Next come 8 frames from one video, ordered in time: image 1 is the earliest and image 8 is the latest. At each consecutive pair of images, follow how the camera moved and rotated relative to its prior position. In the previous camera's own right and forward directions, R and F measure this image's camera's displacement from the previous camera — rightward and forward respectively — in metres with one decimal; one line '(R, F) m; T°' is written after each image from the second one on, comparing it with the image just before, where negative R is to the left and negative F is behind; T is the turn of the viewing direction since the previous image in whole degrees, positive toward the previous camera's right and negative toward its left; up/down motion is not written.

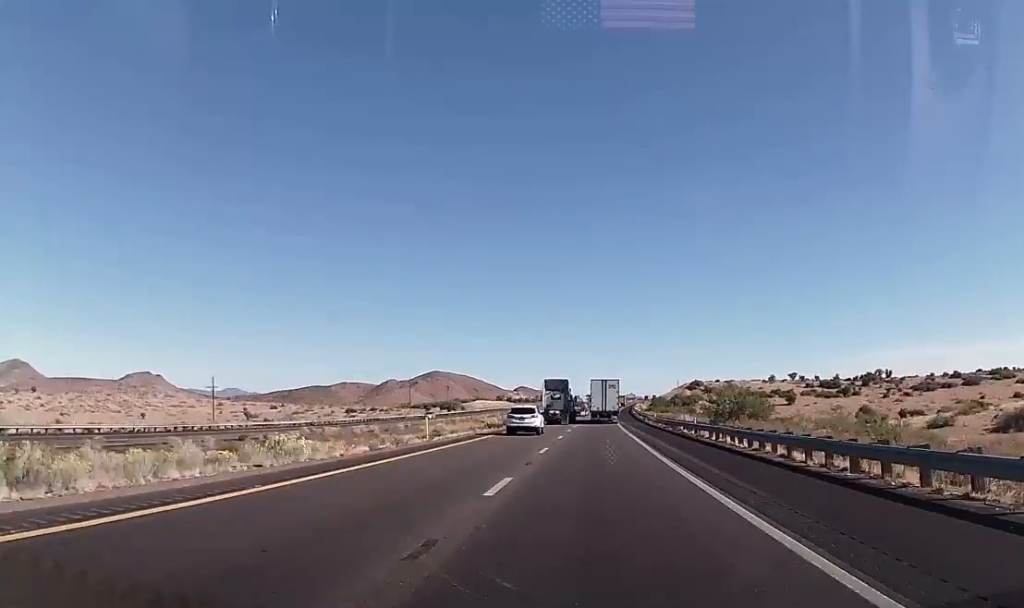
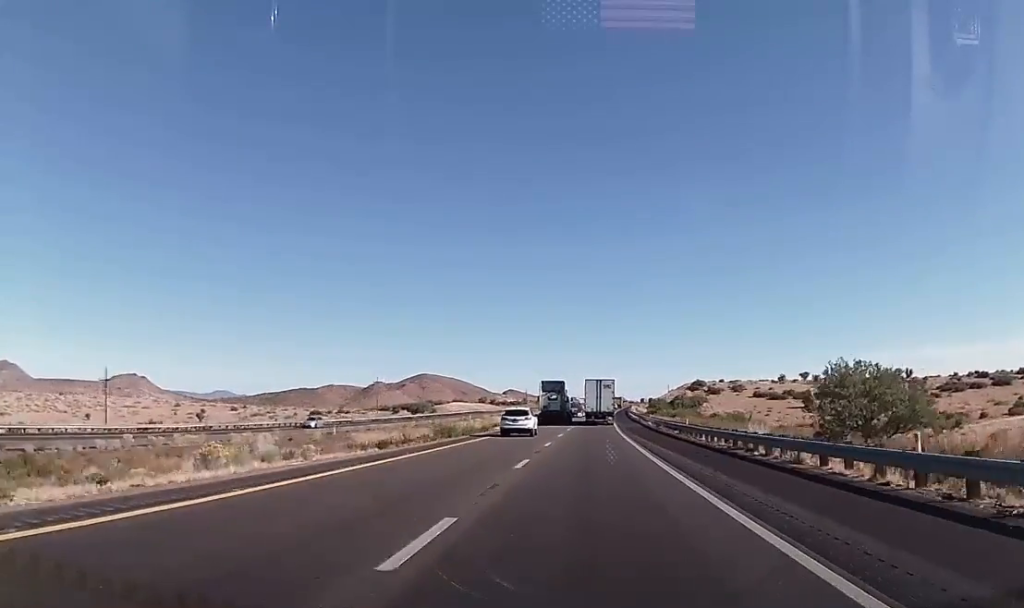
(+0.2, +30.7) m; 0°
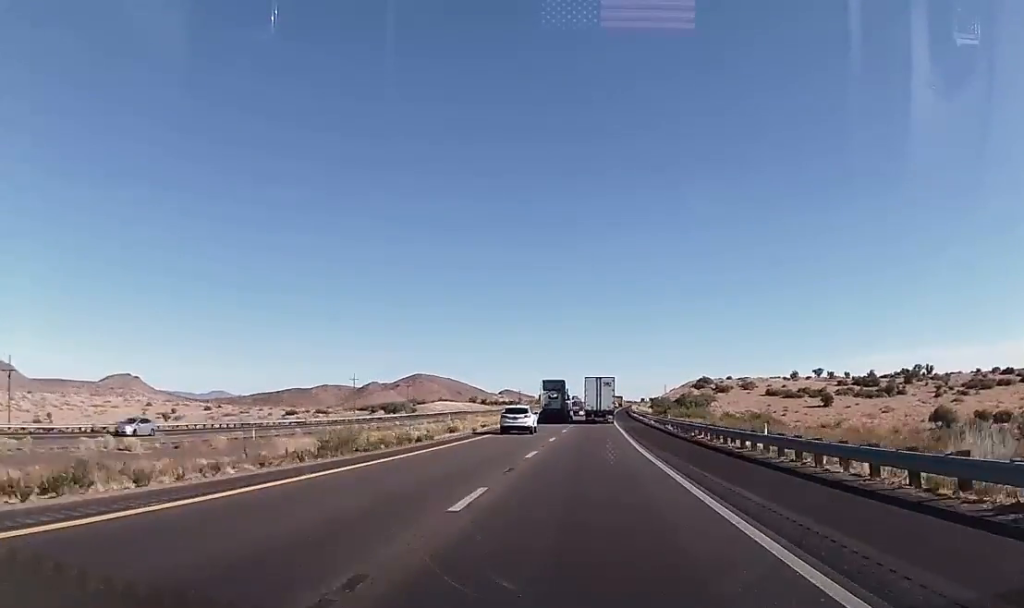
(-0.4, +20.9) m; 0°
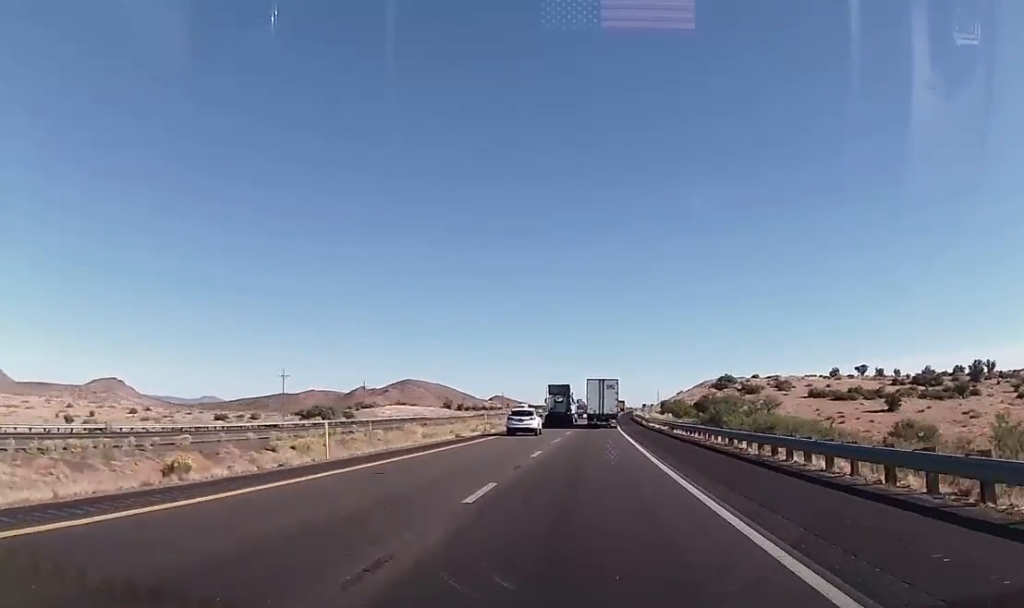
(+1.0, +48.5) m; +2°
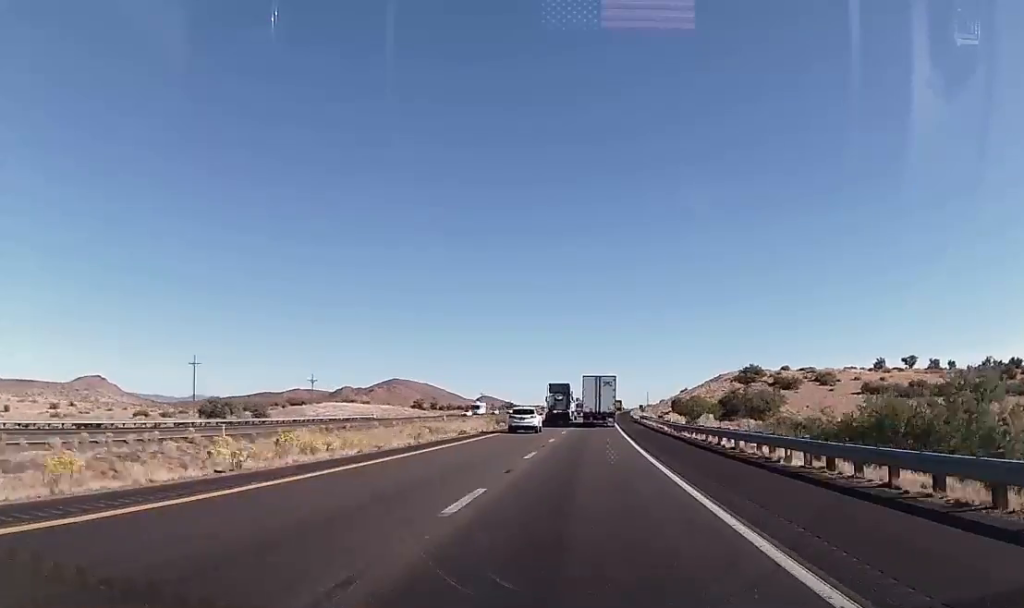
(+0.4, +38.6) m; +1°
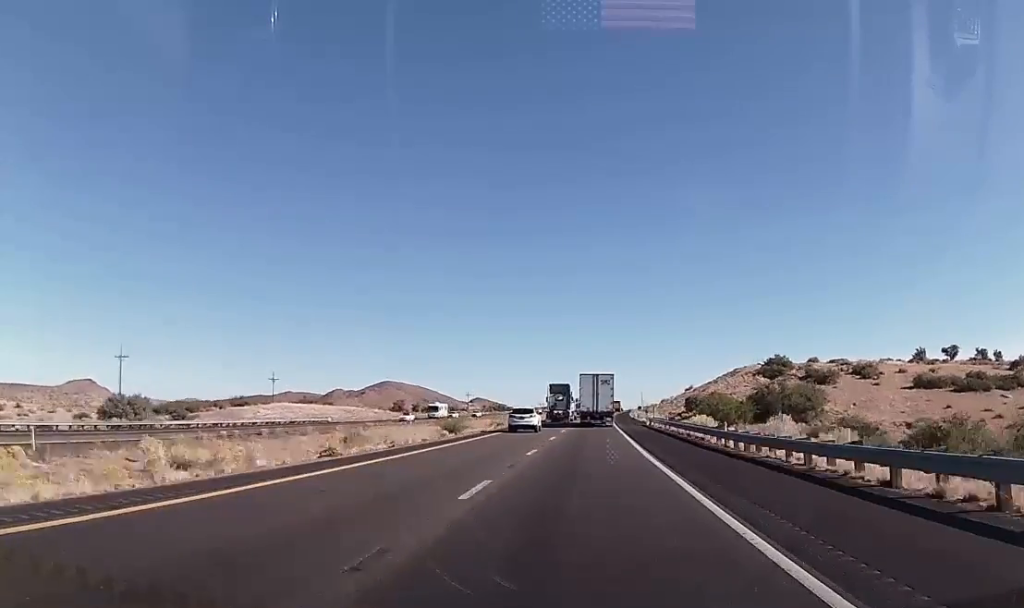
(+0.1, +23.2) m; 0°
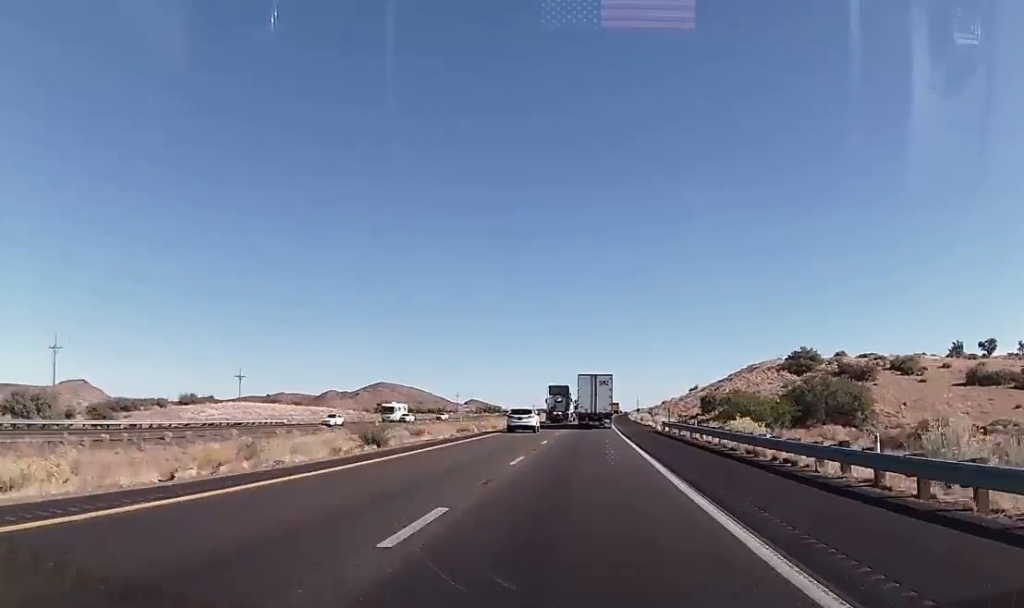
(0.0, +16.7) m; 0°
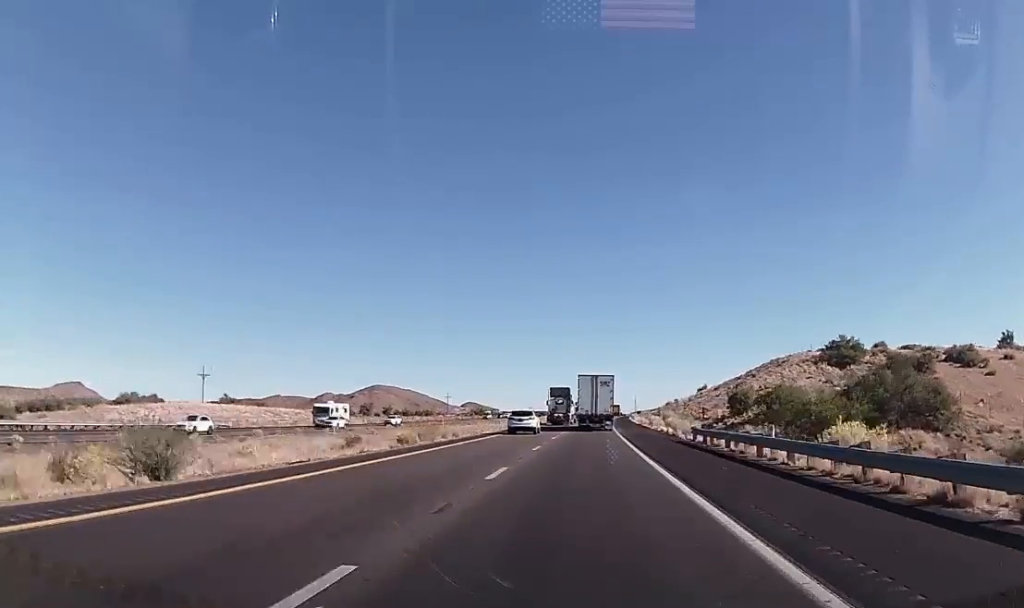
(0.0, +16.7) m; 0°
